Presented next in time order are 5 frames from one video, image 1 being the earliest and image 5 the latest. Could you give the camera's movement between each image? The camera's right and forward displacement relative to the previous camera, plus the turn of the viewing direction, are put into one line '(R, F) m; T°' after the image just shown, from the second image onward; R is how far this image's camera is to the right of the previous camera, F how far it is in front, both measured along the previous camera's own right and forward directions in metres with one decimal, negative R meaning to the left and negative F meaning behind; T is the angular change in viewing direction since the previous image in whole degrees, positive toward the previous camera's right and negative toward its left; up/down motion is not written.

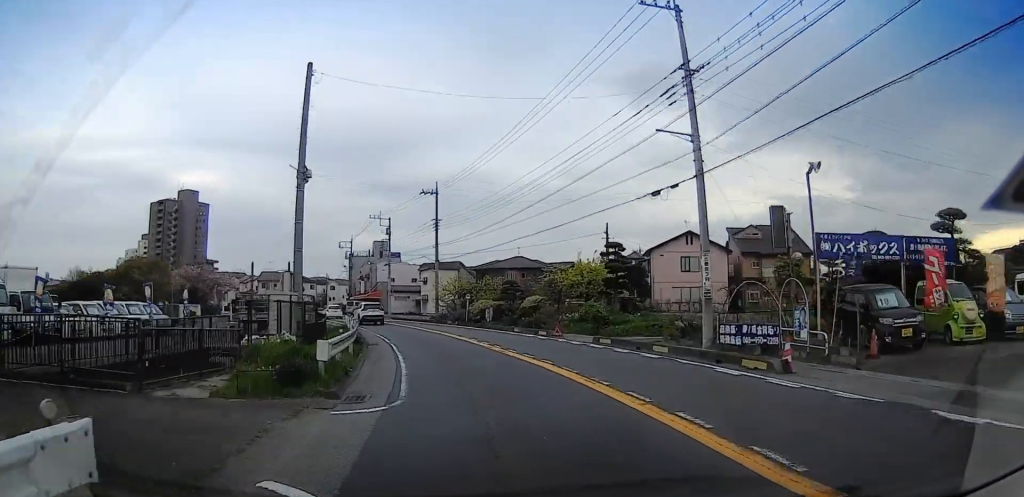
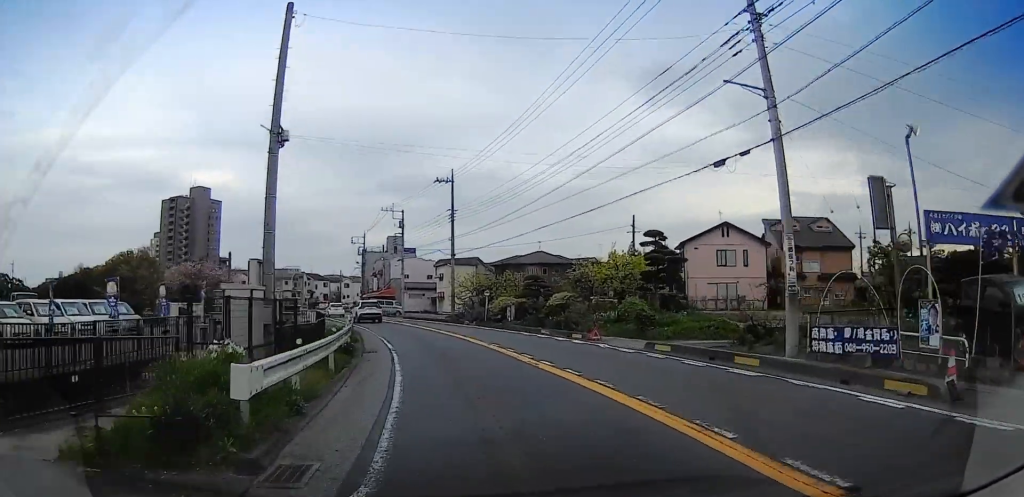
(+0.1, +3.9) m; -1°
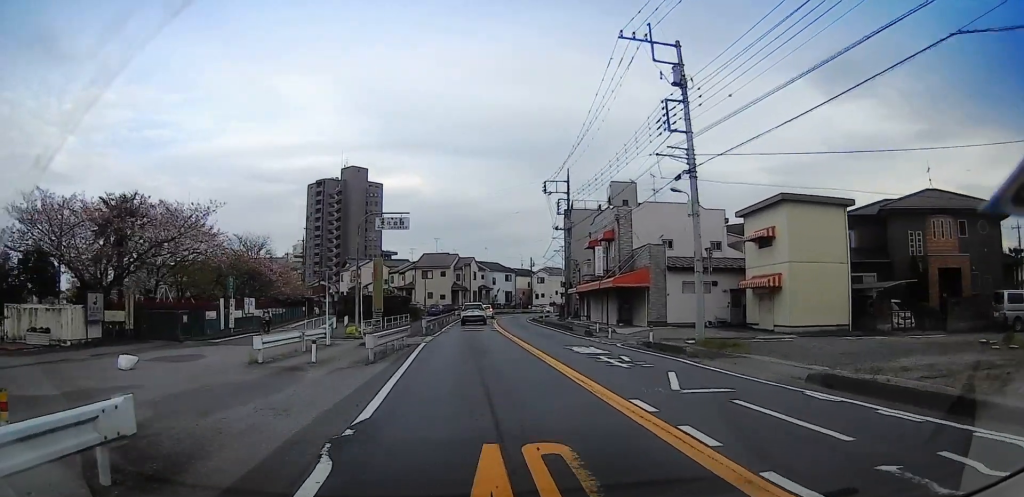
(-11.1, +46.3) m; -23°
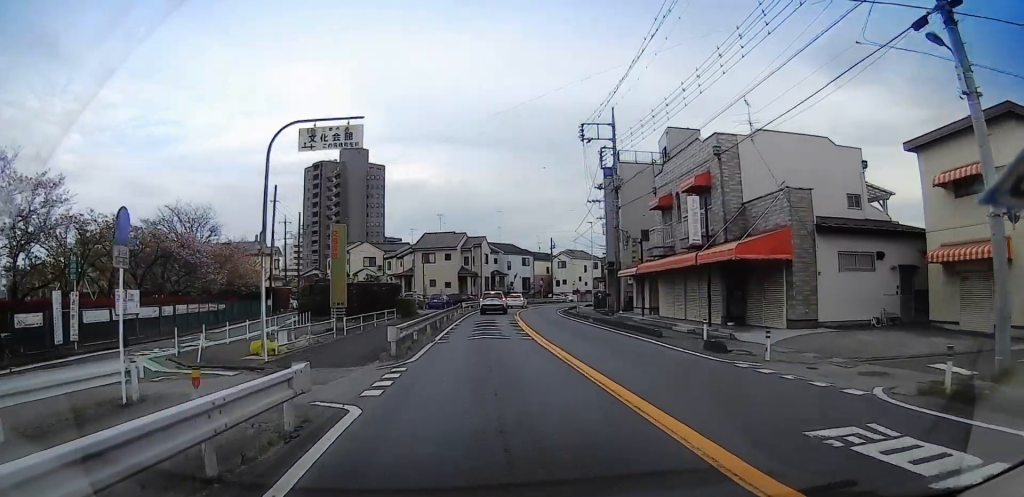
(-0.1, +14.8) m; +2°
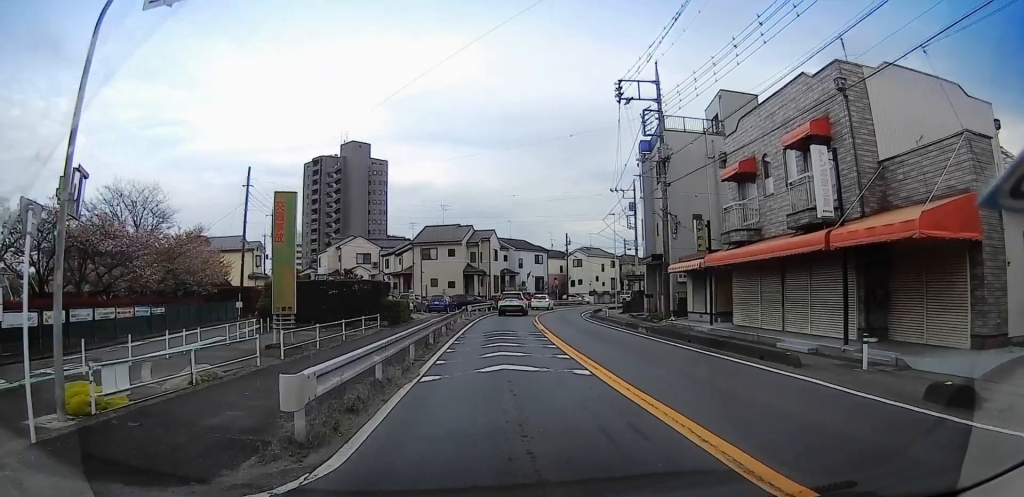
(+0.2, +8.9) m; 0°
